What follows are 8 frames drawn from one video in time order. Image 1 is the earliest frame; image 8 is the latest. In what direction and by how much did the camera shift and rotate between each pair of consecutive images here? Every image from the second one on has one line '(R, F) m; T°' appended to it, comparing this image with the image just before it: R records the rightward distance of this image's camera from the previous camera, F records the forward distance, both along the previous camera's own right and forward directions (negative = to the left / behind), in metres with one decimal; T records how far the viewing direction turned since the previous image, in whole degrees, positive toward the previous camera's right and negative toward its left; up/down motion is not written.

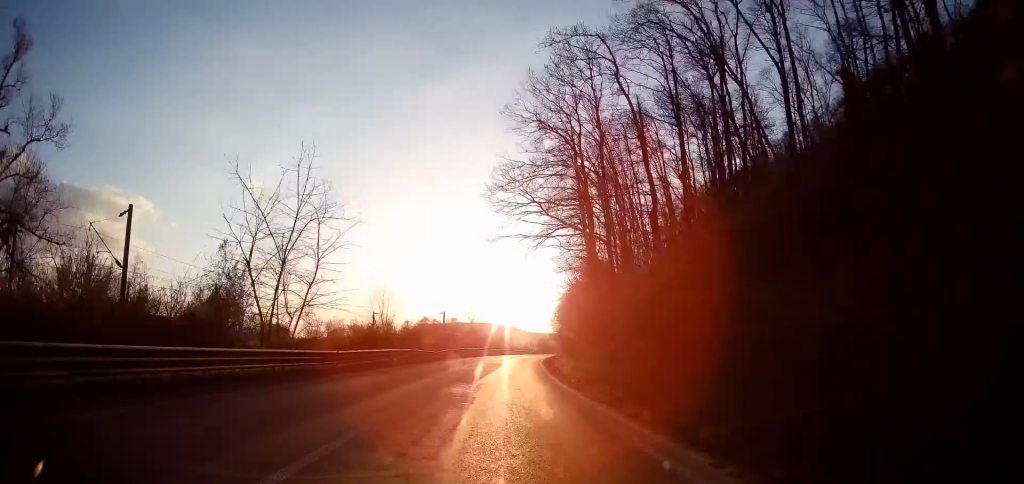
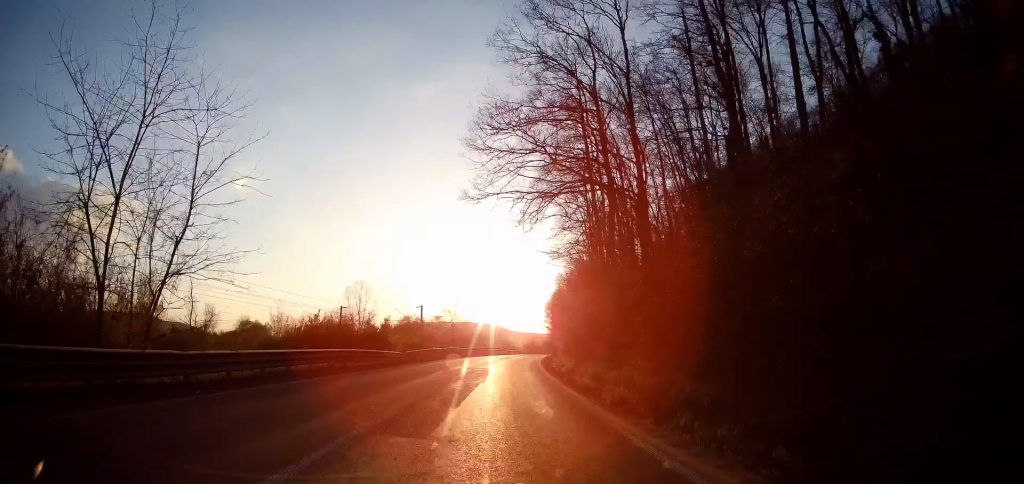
(+0.1, +10.7) m; +1°
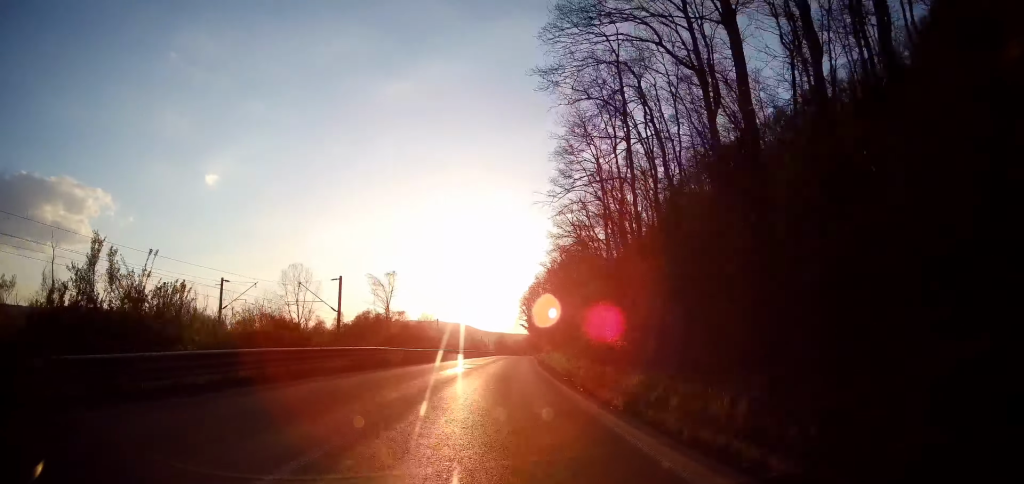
(+0.6, +26.5) m; +3°
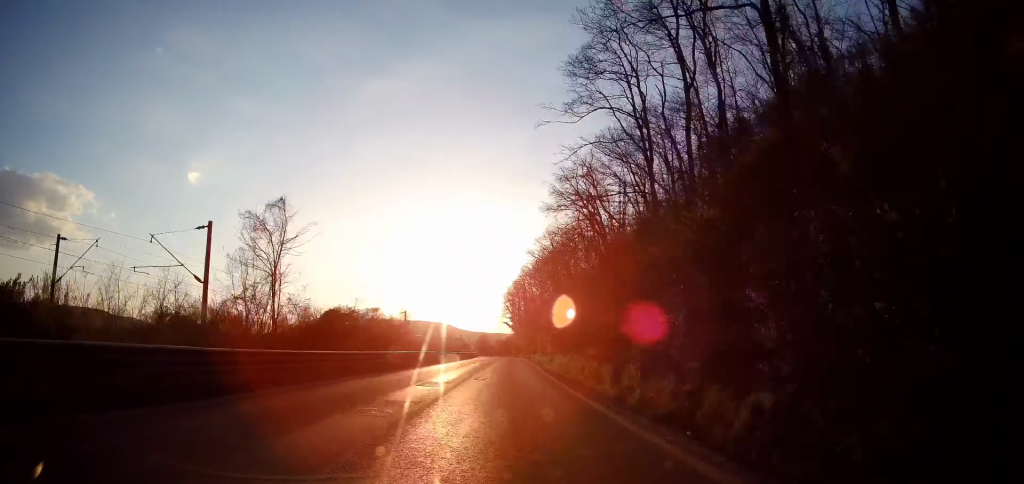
(+0.2, +18.4) m; +2°
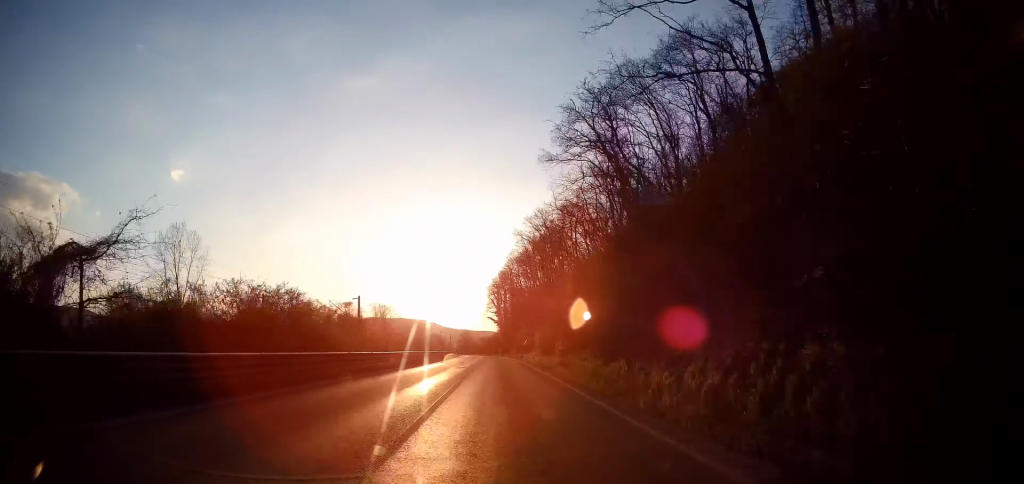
(+0.4, +18.4) m; +2°
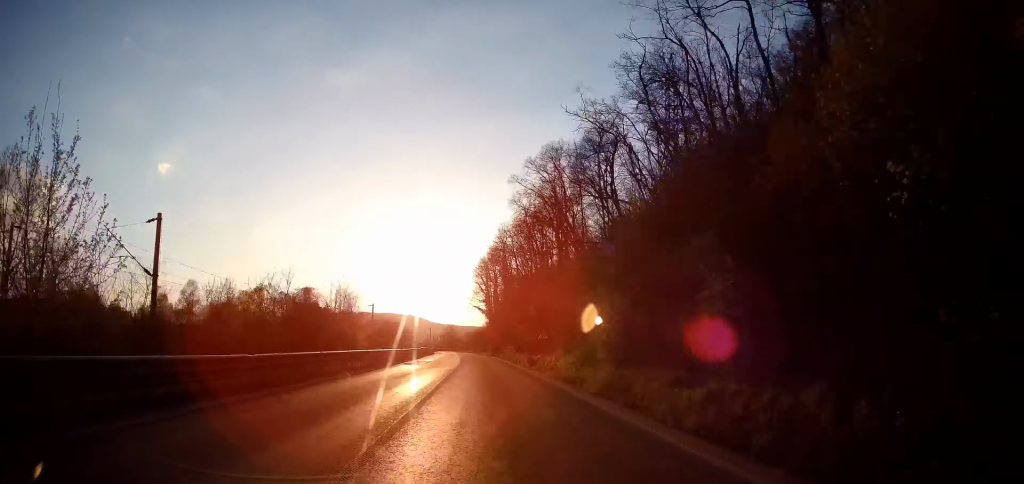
(+0.9, +33.6) m; +2°
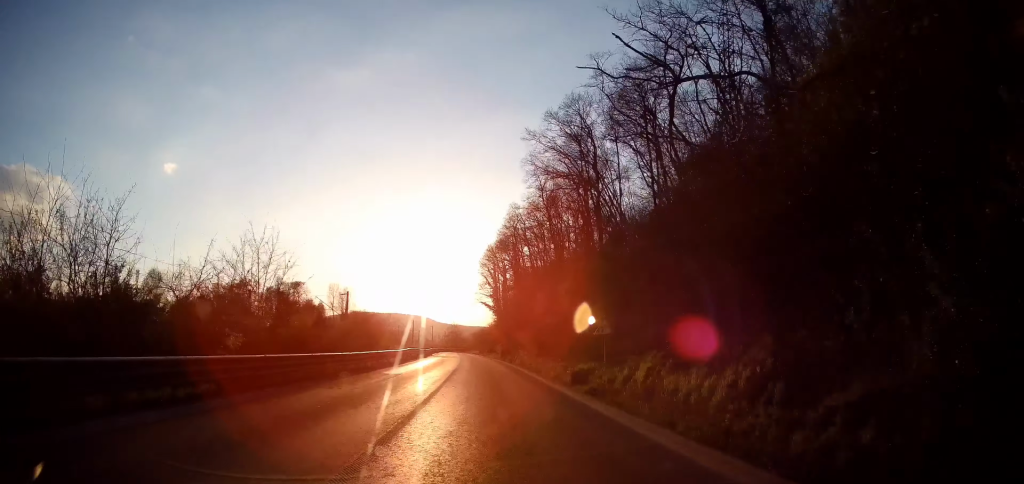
(-0.1, +17.1) m; 0°
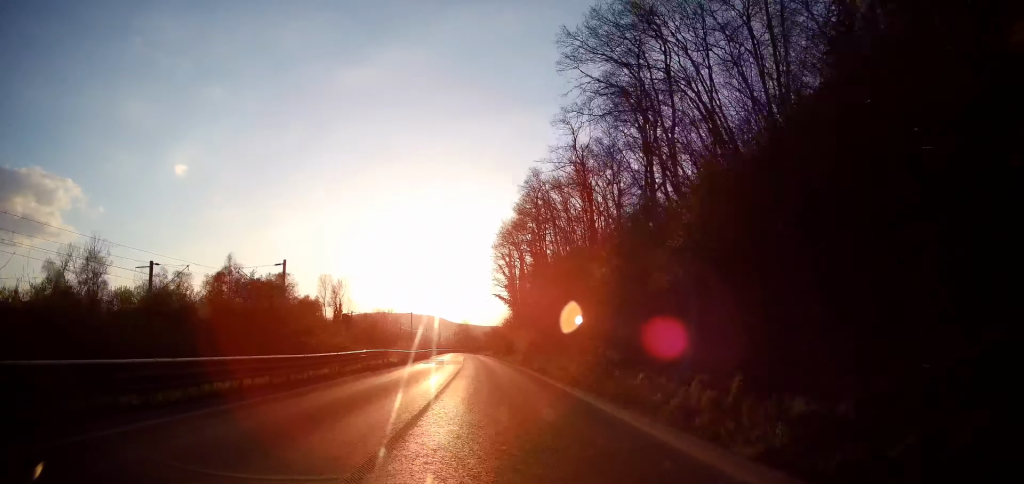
(+0.1, +22.0) m; 0°
